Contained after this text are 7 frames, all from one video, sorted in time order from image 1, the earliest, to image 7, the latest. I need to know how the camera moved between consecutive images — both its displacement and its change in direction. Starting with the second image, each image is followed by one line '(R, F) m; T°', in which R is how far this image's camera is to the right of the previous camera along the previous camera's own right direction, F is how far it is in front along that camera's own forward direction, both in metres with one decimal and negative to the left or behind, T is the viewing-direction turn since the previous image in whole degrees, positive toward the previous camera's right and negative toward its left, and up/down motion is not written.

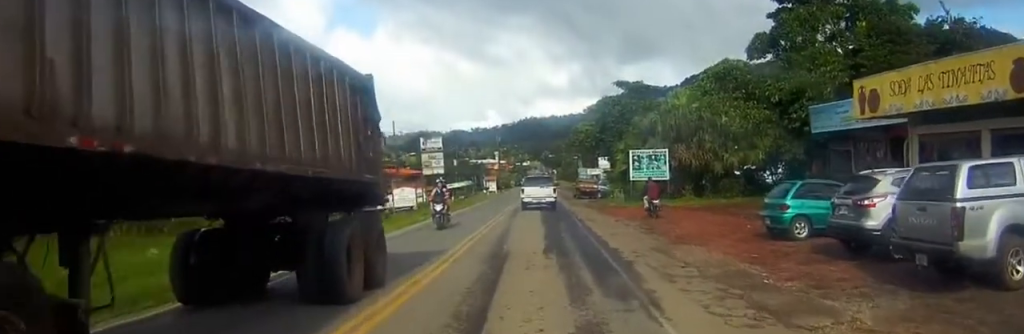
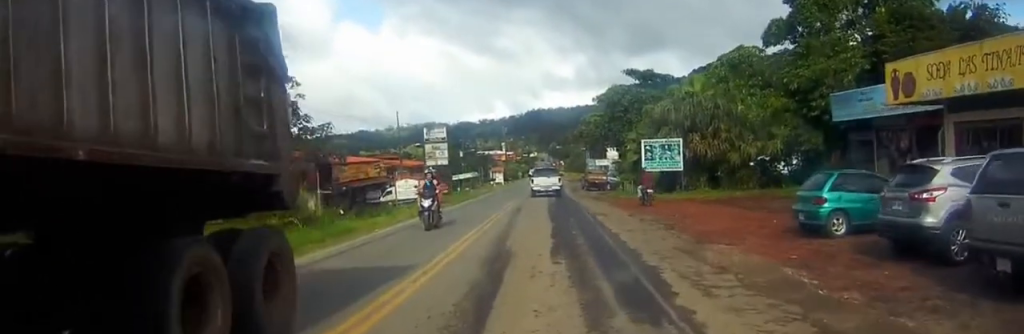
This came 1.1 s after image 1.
(+0.1, +2.2) m; -2°
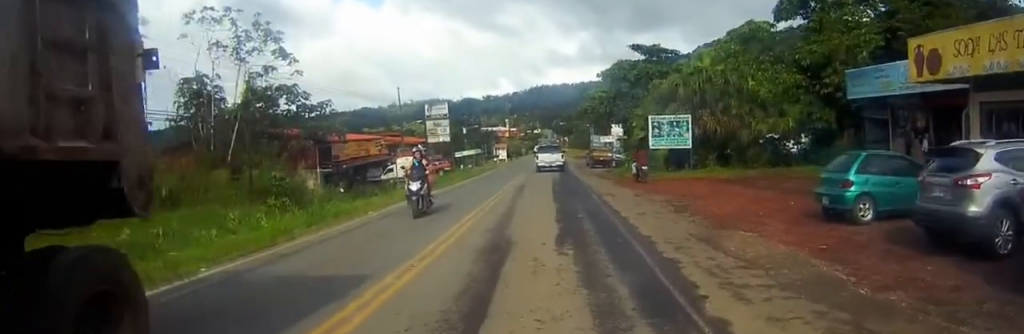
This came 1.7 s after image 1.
(-0.1, +1.2) m; 0°
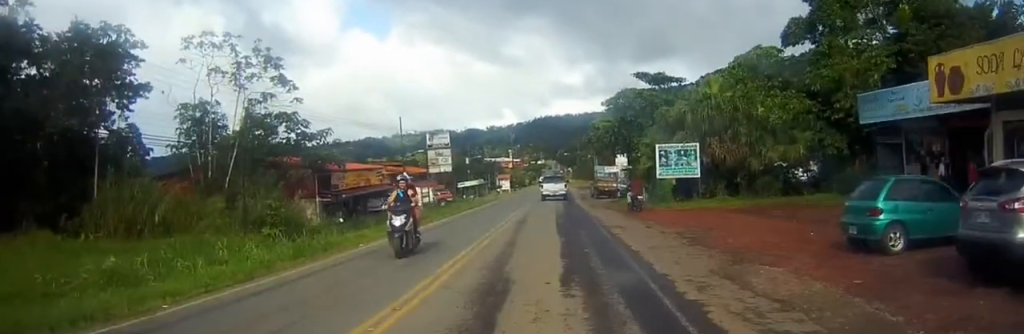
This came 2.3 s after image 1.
(0.0, +1.1) m; +1°
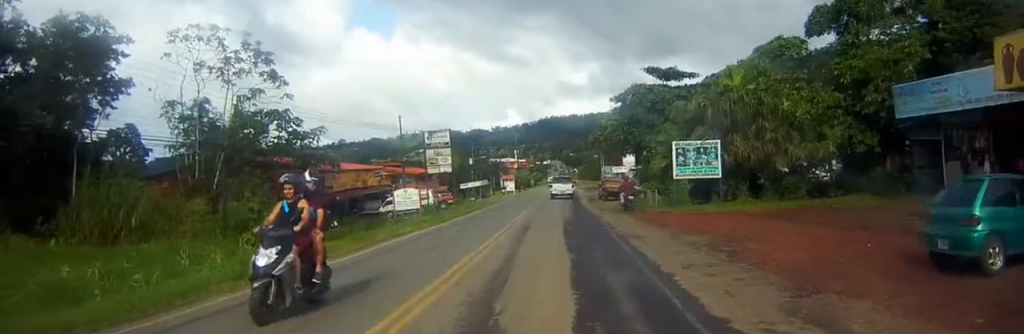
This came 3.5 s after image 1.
(+0.1, +2.9) m; +1°
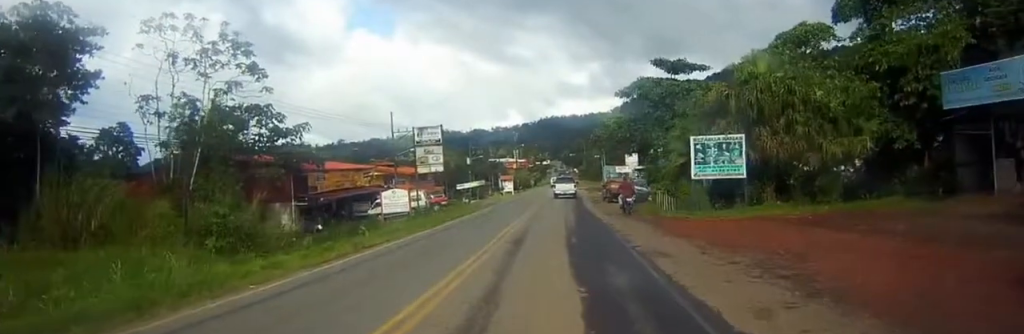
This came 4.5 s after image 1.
(0.0, +2.9) m; 0°
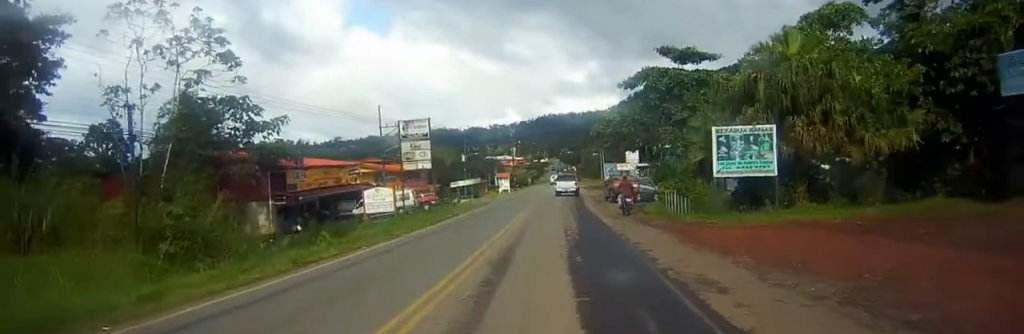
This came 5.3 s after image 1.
(0.0, +3.1) m; 0°
